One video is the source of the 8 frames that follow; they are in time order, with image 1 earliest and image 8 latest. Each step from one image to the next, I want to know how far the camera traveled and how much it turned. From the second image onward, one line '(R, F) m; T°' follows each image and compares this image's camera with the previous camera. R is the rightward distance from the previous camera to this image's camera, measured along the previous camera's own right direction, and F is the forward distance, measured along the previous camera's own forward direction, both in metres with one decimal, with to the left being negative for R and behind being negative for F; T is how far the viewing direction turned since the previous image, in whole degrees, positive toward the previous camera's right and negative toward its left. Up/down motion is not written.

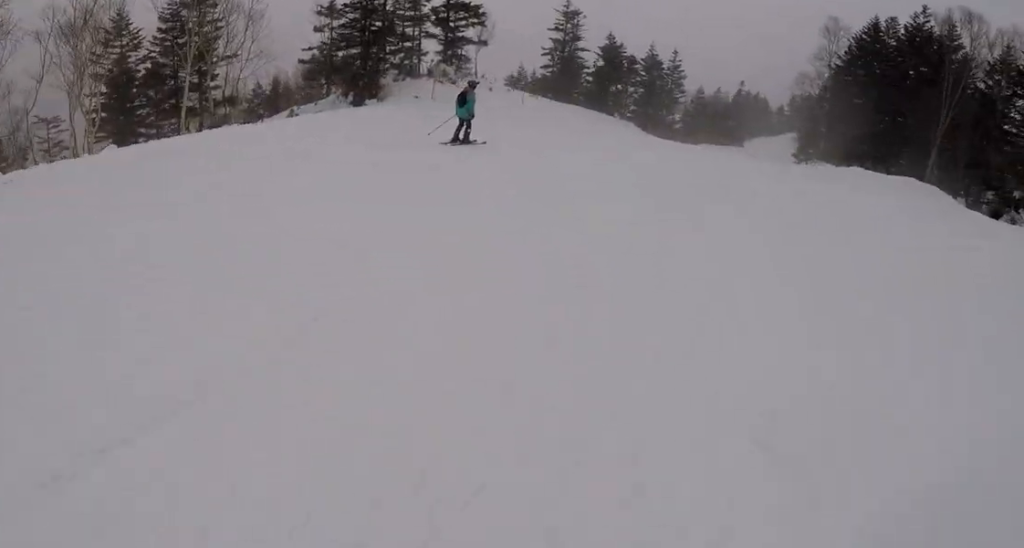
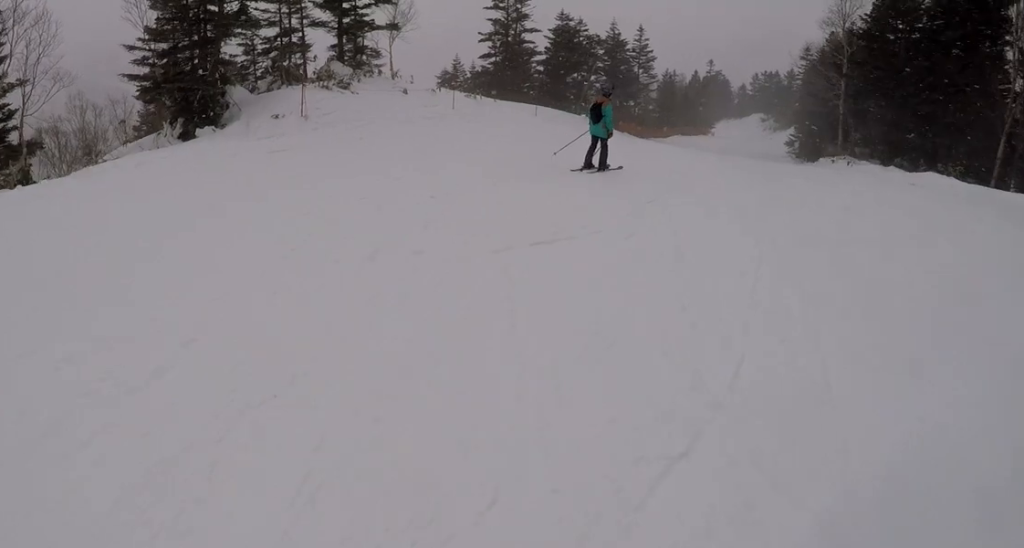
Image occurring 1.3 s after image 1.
(+1.0, +10.0) m; +1°
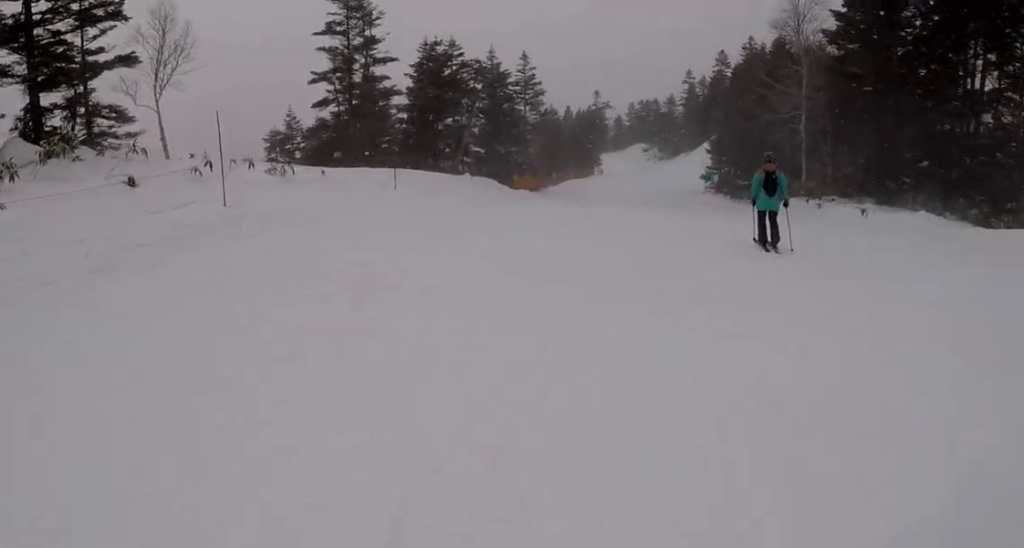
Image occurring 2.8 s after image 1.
(0.0, +11.4) m; +8°
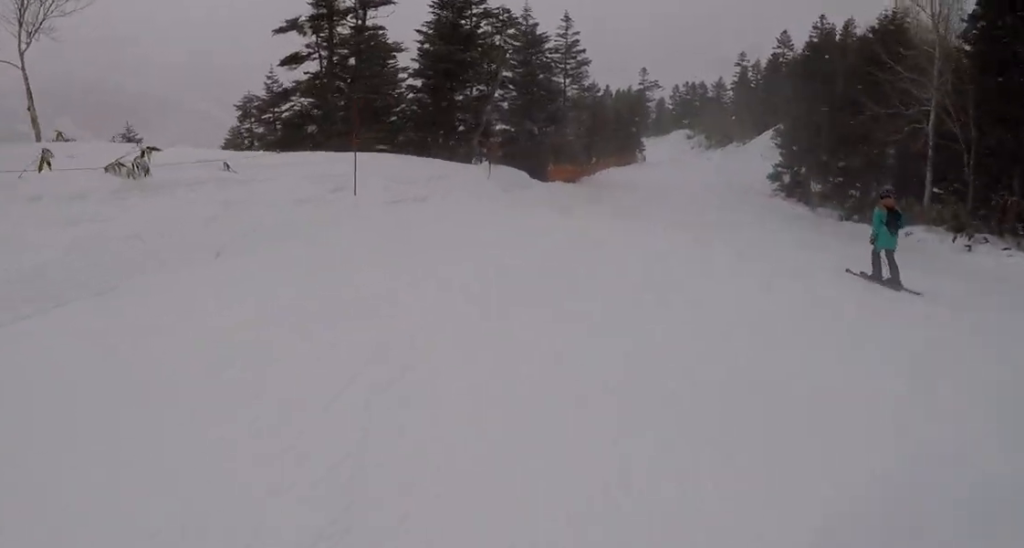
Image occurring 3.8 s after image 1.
(+0.4, +6.9) m; +4°
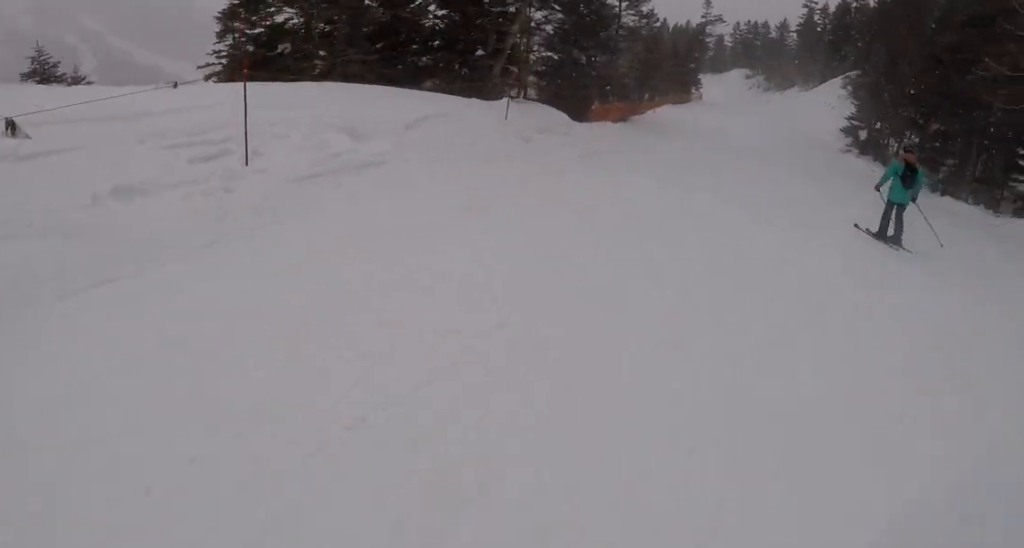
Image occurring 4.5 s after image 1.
(0.0, +4.8) m; +1°
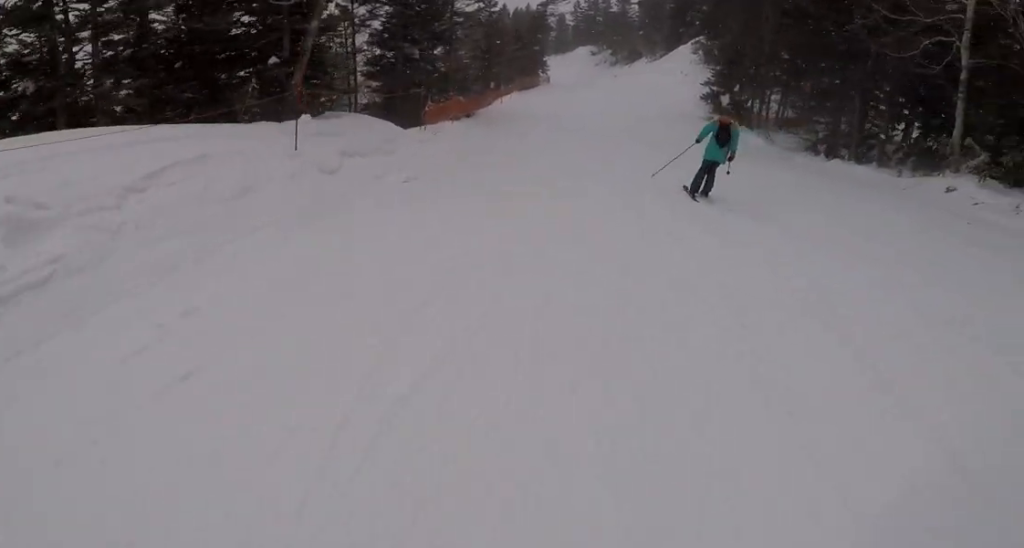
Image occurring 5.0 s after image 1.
(0.0, +3.5) m; 0°
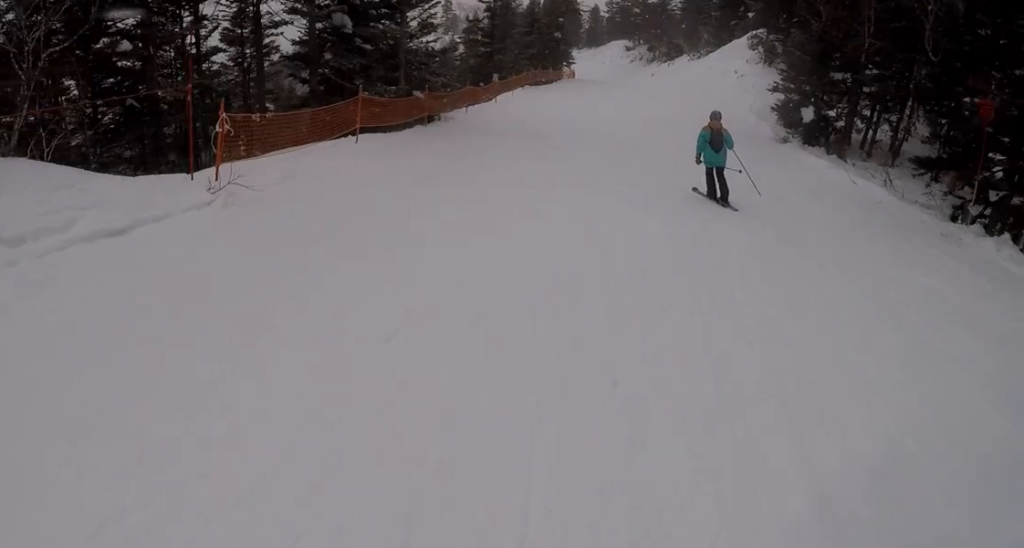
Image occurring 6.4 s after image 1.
(+0.8, +10.0) m; +9°
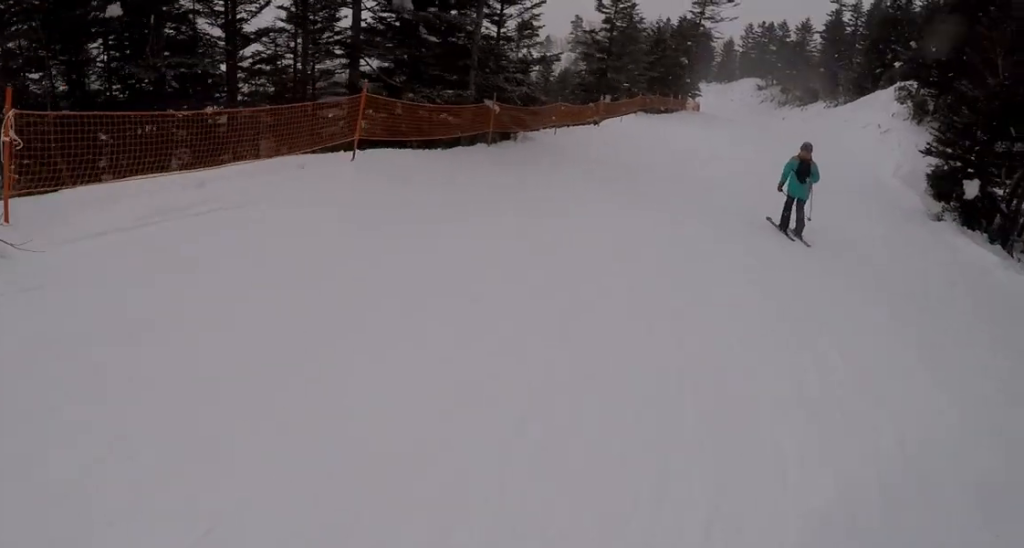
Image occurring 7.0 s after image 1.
(+0.5, +4.1) m; 0°
